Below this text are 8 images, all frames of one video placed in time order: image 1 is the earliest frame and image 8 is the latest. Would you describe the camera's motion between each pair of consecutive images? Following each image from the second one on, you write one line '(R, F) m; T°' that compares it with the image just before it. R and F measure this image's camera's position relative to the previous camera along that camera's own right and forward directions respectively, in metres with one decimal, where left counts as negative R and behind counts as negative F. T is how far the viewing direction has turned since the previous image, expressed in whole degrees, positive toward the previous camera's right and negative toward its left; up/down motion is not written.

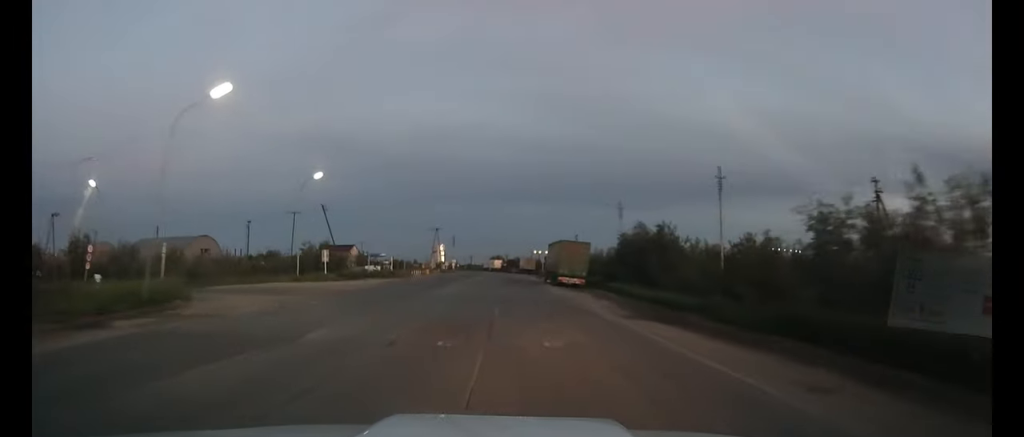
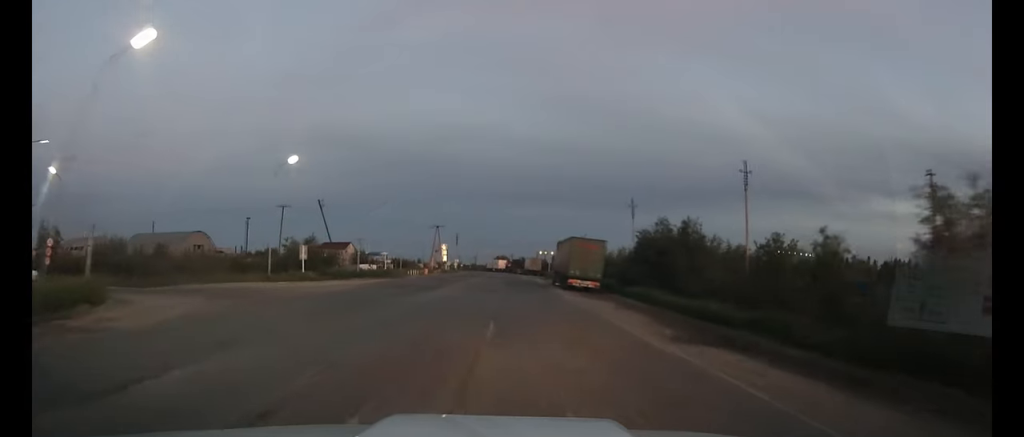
(-0.1, +6.1) m; -1°
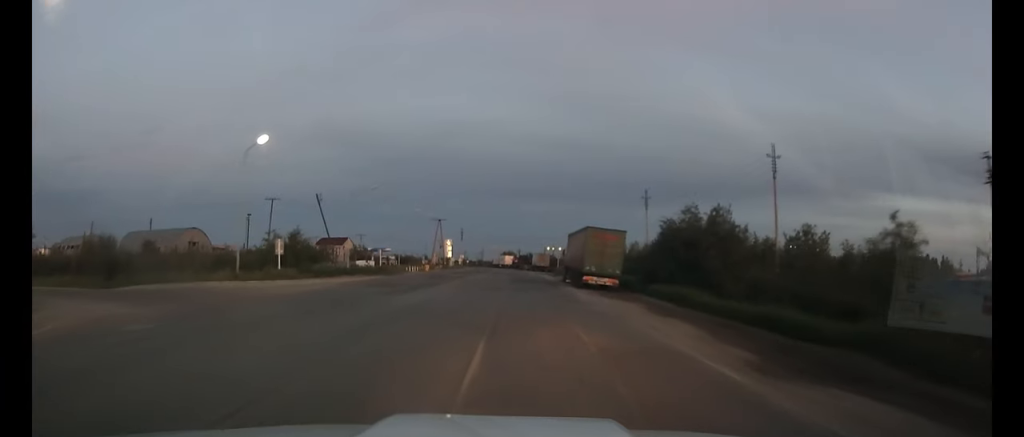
(0.0, +5.5) m; -1°
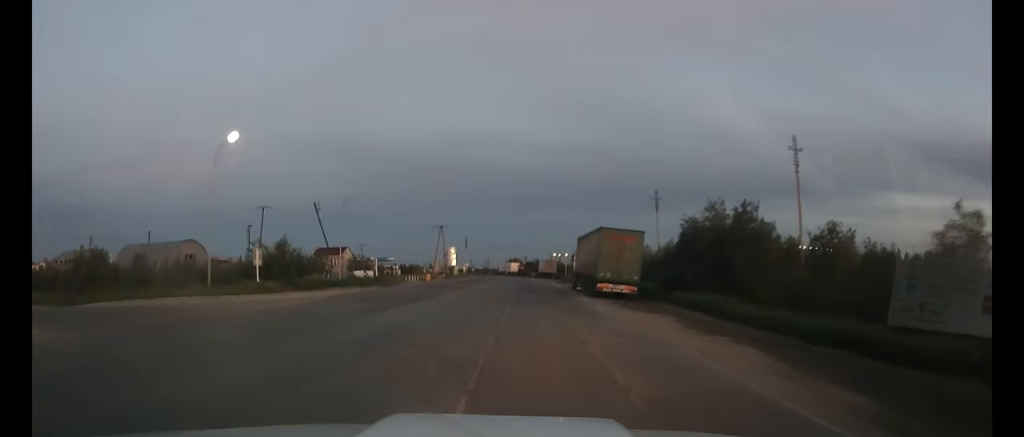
(0.0, +4.0) m; 0°
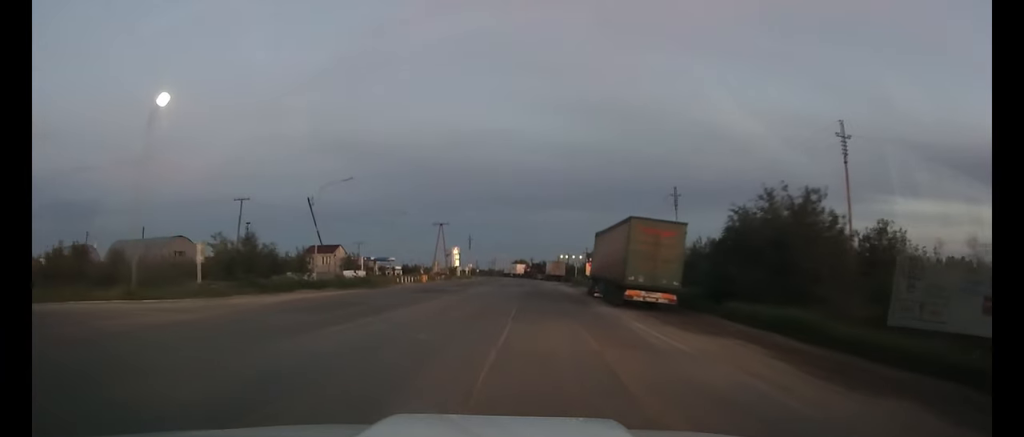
(0.0, +7.0) m; -1°
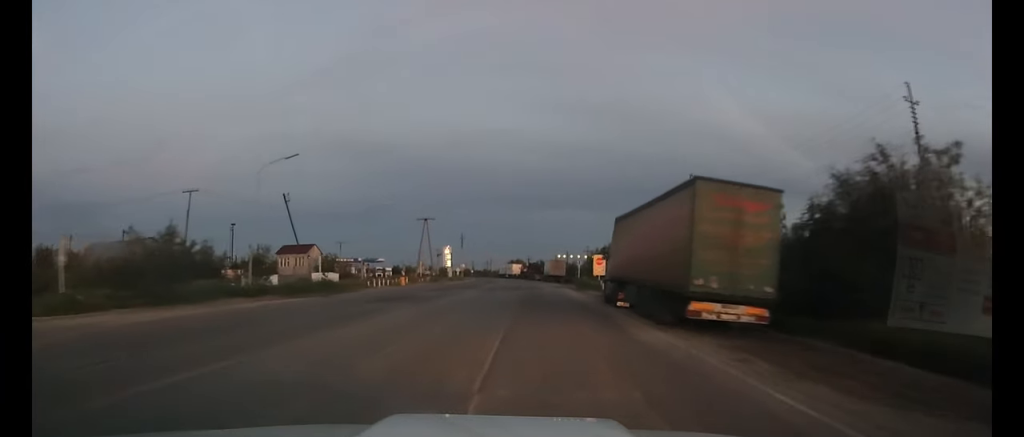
(-0.1, +9.7) m; -1°
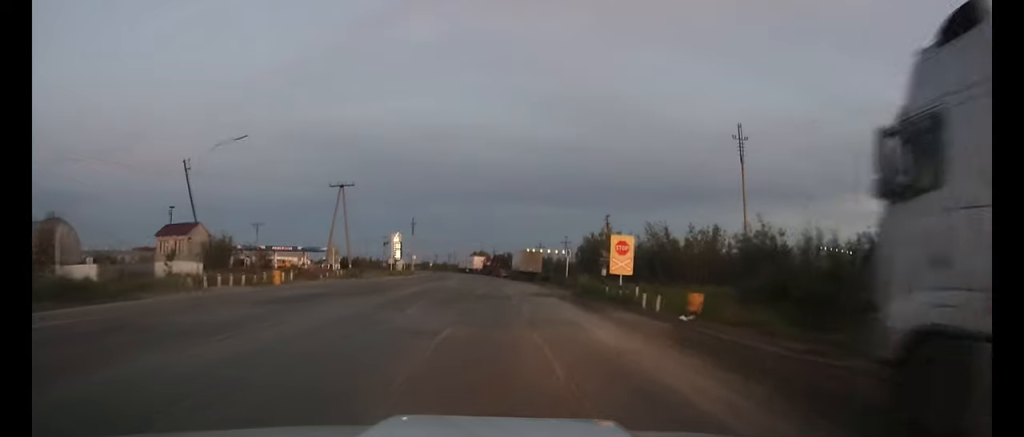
(+0.3, +25.7) m; +2°
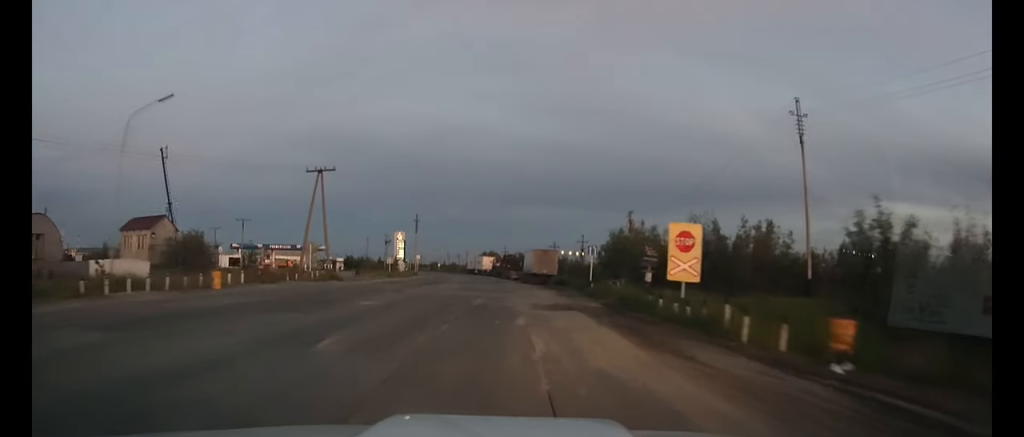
(+0.1, +9.3) m; 0°
